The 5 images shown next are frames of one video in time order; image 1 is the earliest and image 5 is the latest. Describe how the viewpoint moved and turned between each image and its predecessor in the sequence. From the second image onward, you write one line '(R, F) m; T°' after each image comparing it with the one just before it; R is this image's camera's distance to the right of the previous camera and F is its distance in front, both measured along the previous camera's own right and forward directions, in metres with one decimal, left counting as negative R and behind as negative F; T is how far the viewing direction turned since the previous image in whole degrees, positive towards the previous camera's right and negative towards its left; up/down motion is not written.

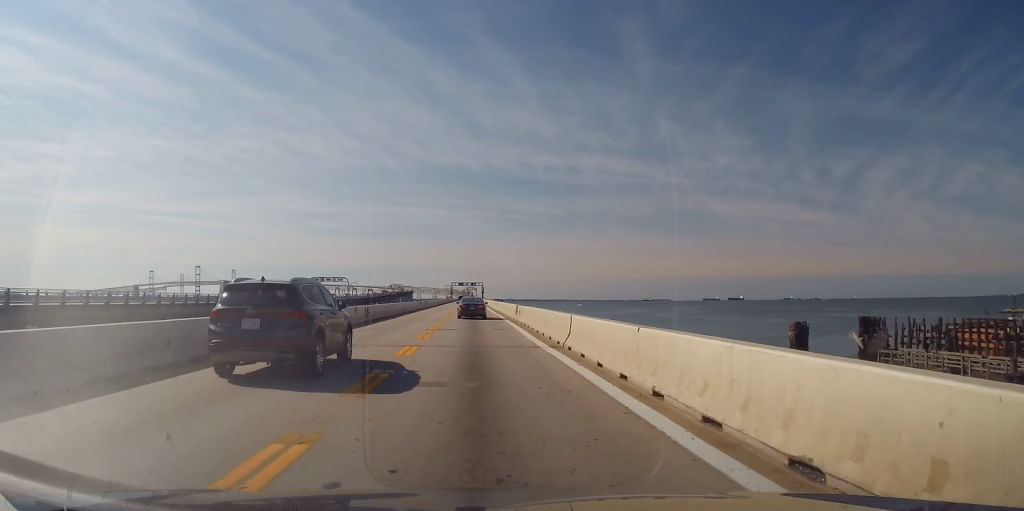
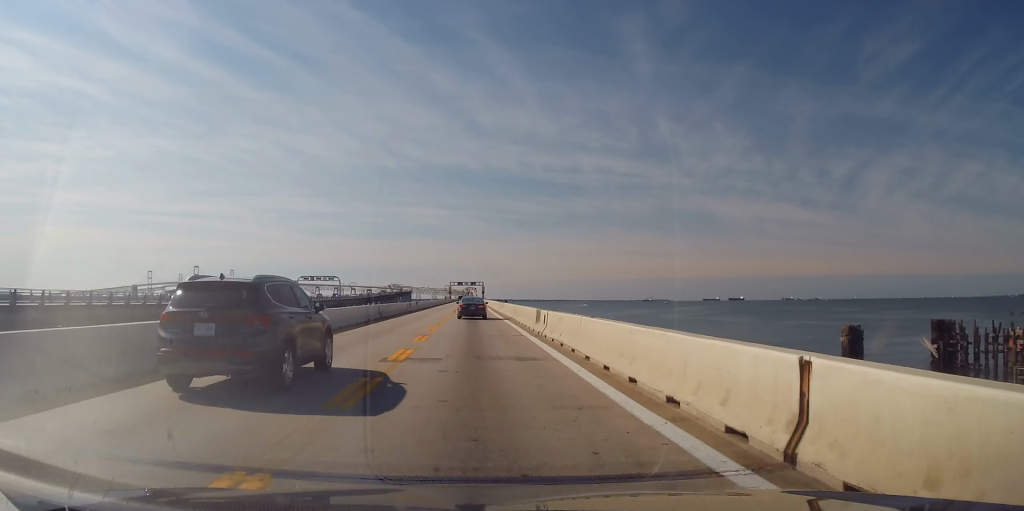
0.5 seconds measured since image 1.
(0.0, +13.1) m; 0°
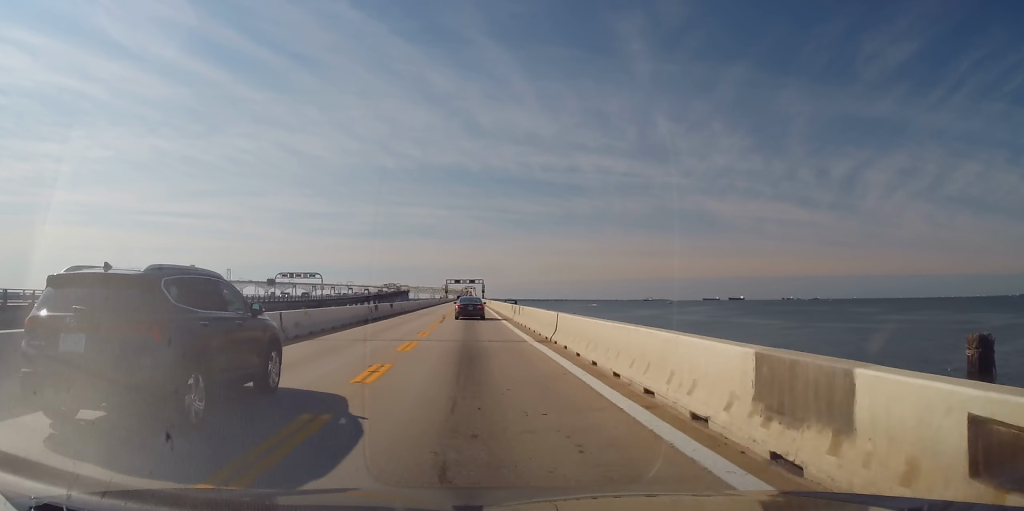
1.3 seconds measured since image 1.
(+0.1, +22.0) m; 0°
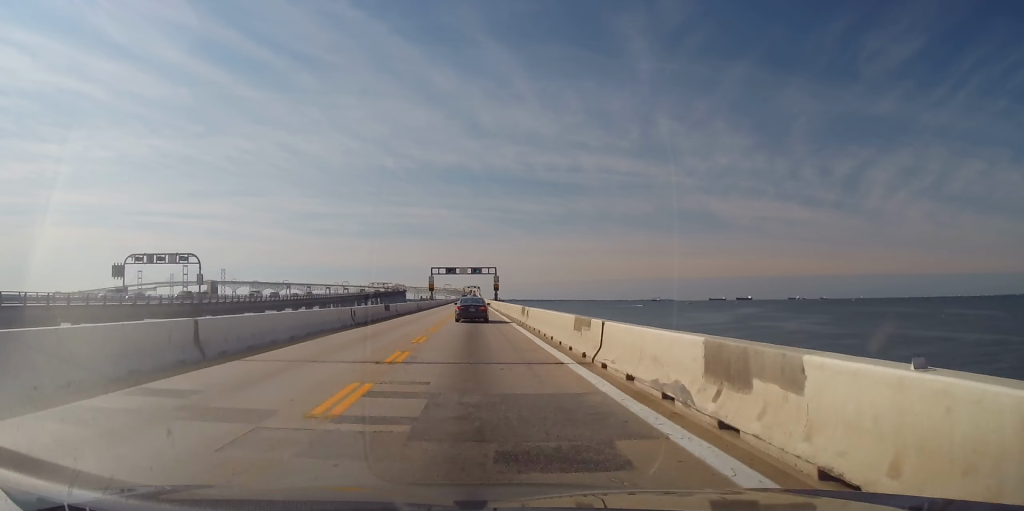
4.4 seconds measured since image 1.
(-0.7, +82.0) m; -1°
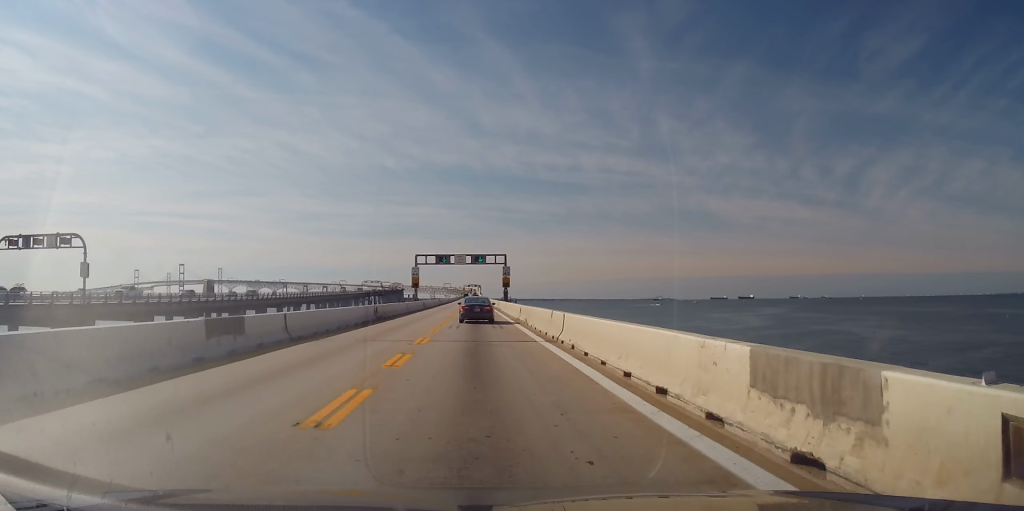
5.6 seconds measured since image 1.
(+0.1, +30.5) m; 0°
